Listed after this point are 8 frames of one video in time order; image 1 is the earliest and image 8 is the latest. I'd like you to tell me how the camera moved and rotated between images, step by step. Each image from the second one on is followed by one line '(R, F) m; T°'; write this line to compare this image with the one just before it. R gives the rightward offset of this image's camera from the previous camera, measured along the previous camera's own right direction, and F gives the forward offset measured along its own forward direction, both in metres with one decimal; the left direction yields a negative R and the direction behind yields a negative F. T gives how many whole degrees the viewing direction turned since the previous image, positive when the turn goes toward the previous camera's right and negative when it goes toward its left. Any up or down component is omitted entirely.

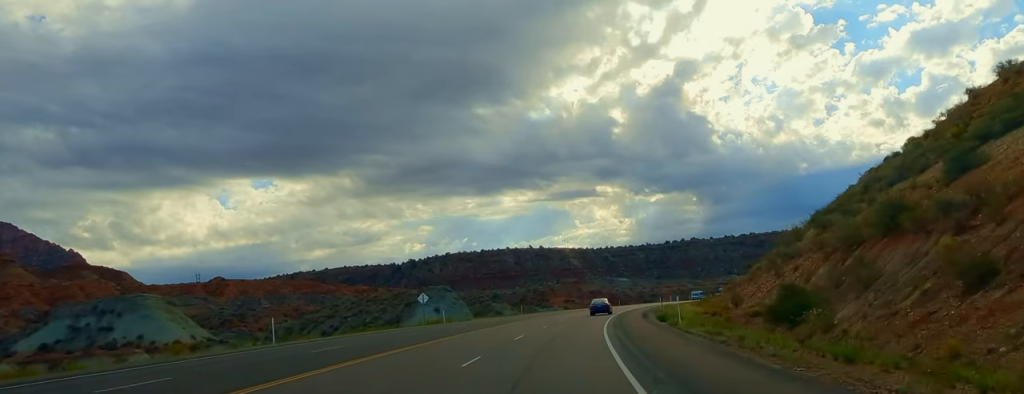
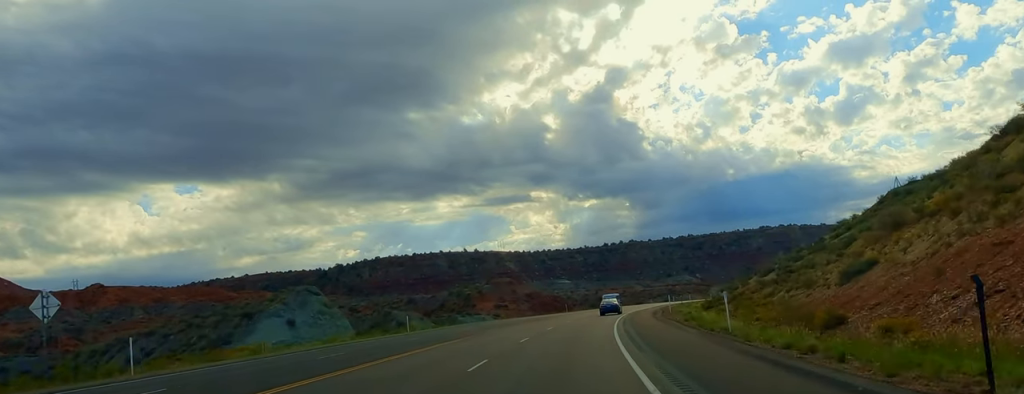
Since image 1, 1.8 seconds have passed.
(+2.2, +48.8) m; +6°
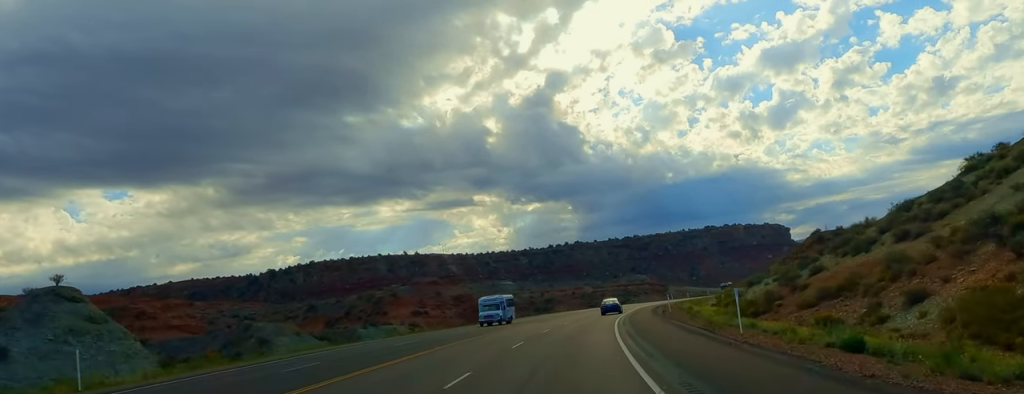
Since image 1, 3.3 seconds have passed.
(+1.9, +38.6) m; +4°
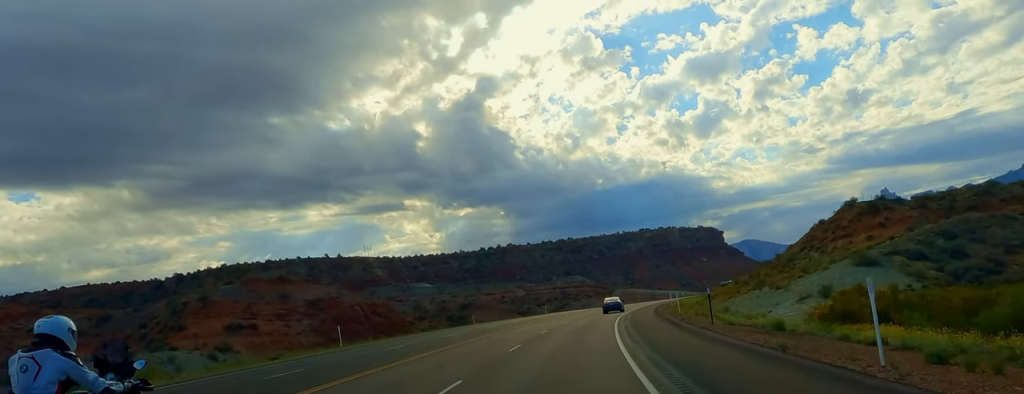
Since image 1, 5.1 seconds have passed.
(+1.0, +50.1) m; +5°
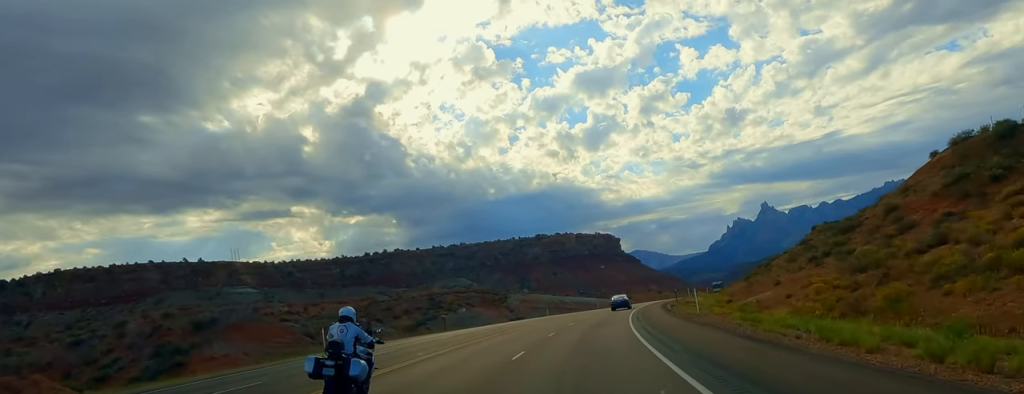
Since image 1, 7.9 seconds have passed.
(+7.2, +77.1) m; +9°
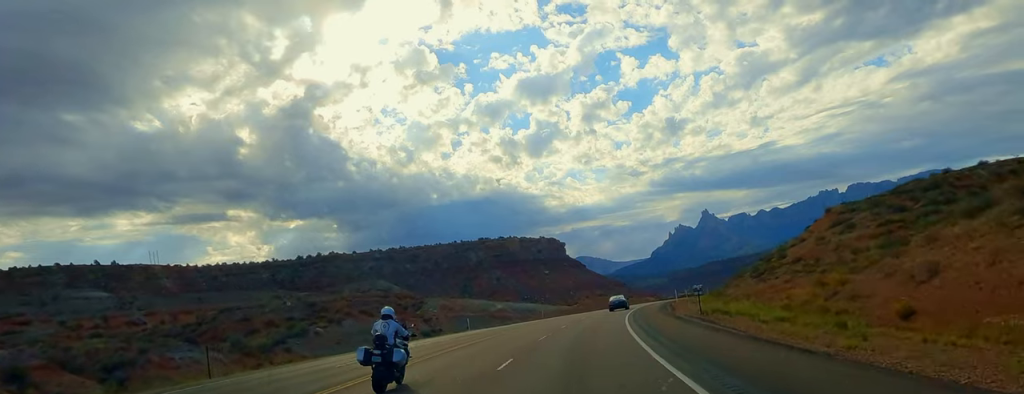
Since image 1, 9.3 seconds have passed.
(+1.2, +39.2) m; +4°
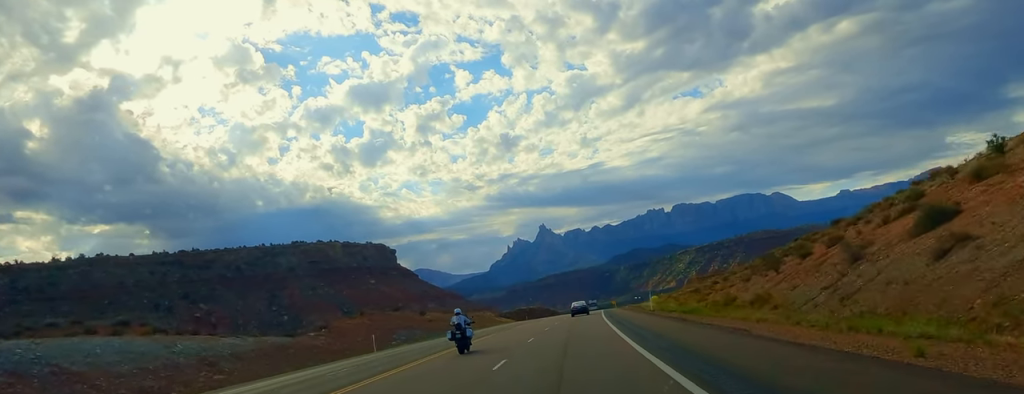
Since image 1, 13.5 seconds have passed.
(+11.1, +119.6) m; +9°
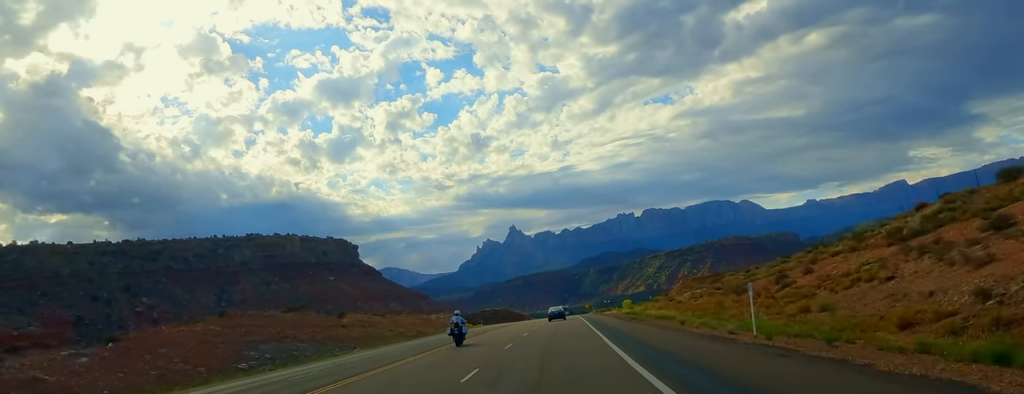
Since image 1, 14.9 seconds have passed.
(+0.3, +38.4) m; +1°
